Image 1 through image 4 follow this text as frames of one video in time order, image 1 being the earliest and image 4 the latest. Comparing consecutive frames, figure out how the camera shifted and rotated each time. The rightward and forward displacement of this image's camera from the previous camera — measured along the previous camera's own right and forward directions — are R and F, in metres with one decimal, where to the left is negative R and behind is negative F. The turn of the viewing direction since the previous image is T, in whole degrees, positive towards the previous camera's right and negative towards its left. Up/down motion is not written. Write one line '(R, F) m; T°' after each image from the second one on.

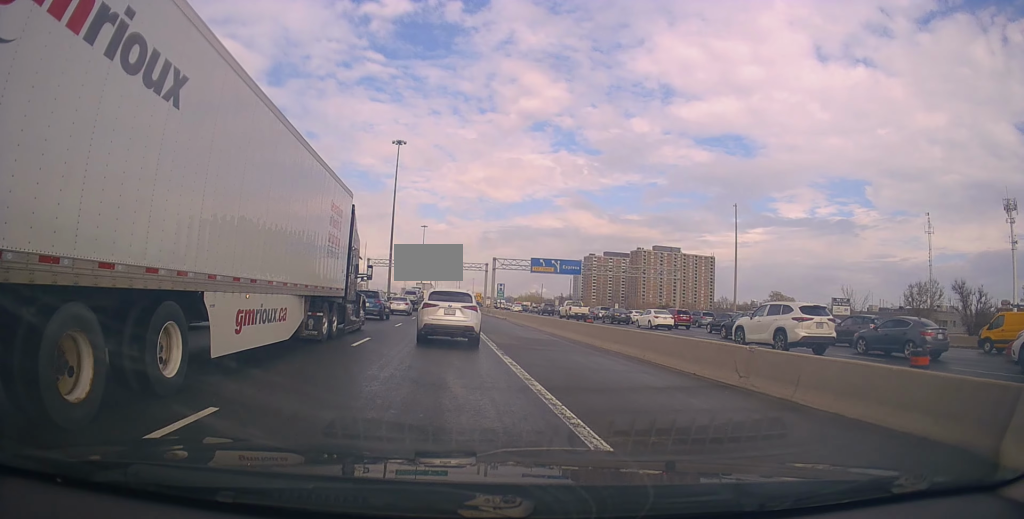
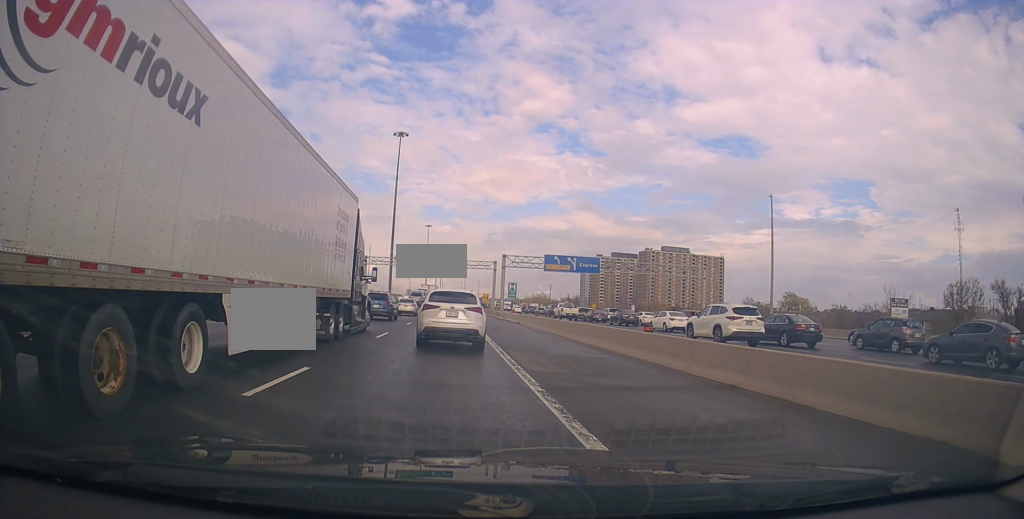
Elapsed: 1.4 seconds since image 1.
(-0.2, +7.6) m; 0°
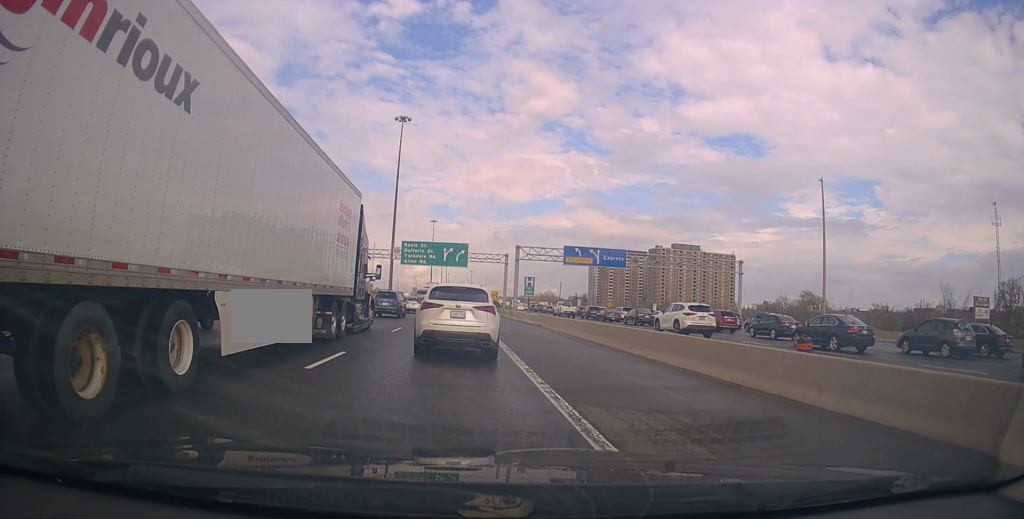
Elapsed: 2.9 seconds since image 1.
(+0.1, +9.0) m; +2°
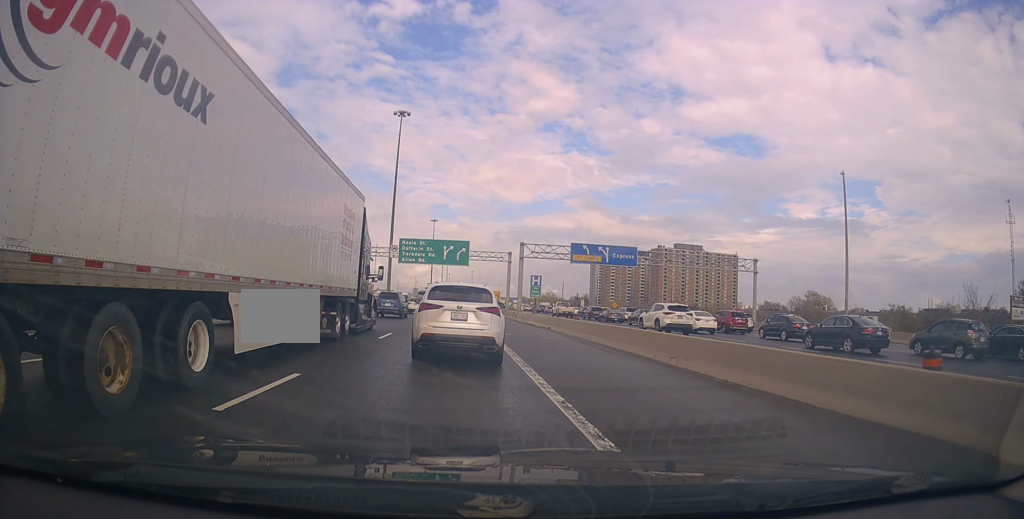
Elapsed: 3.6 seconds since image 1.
(-0.1, +3.7) m; +3°
